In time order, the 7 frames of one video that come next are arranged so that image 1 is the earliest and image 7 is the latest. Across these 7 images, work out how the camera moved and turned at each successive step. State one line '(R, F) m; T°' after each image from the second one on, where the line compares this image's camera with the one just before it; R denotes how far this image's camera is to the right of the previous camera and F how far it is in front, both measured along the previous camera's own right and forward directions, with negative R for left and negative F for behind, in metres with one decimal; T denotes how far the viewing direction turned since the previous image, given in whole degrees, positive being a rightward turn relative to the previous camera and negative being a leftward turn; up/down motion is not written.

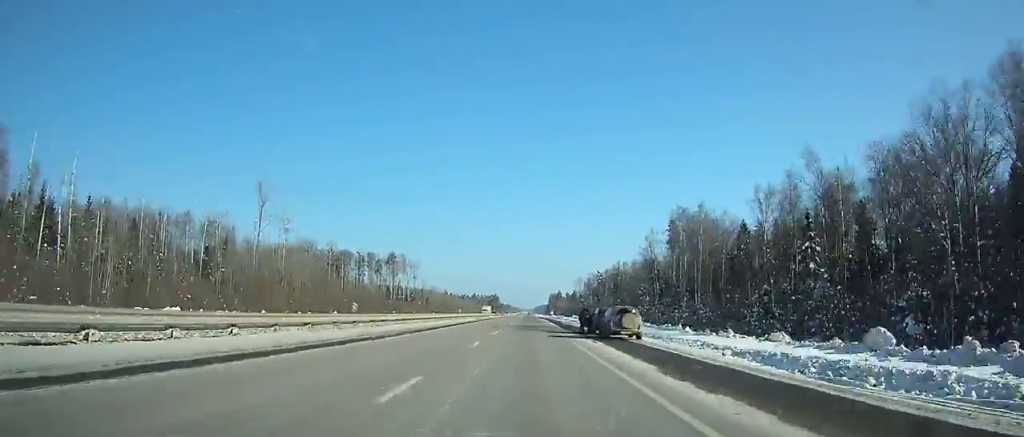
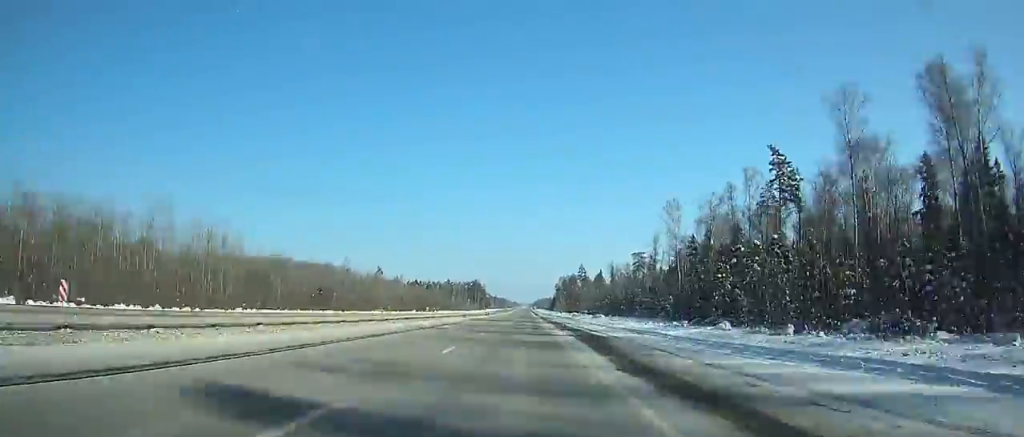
(+1.8, +270.2) m; 0°
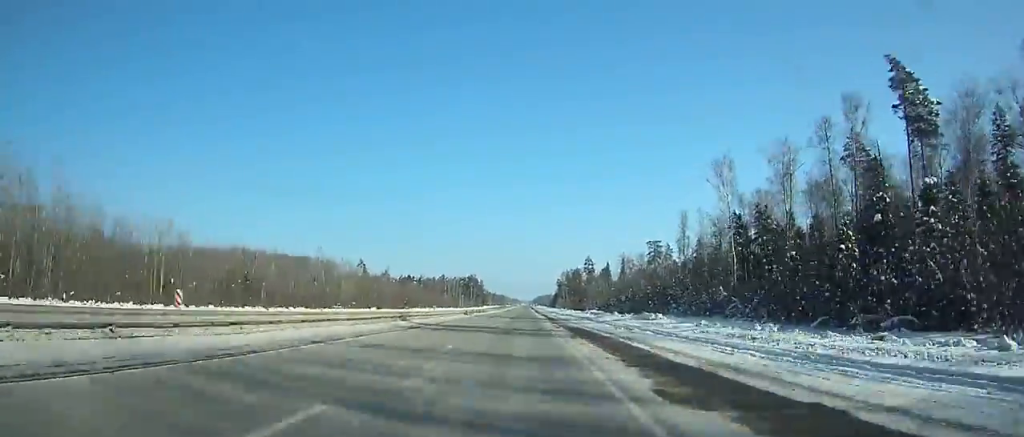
(0.0, +37.6) m; 0°
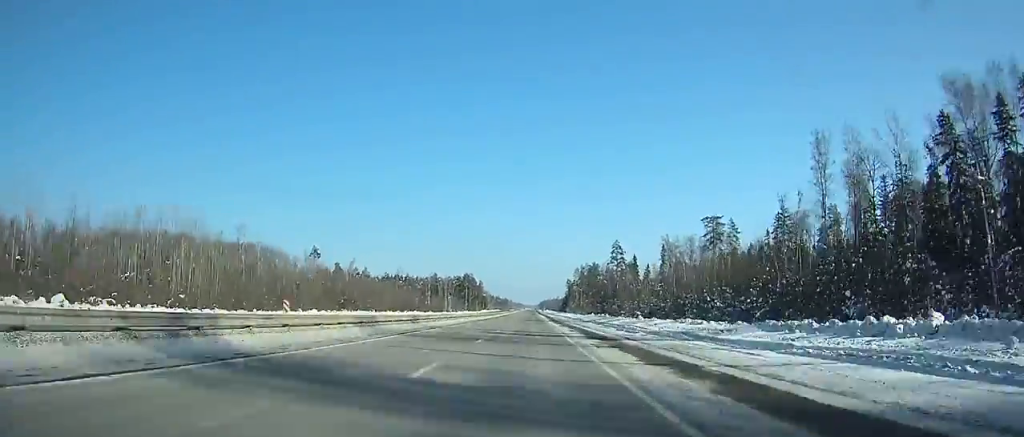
(-0.3, +77.9) m; 0°
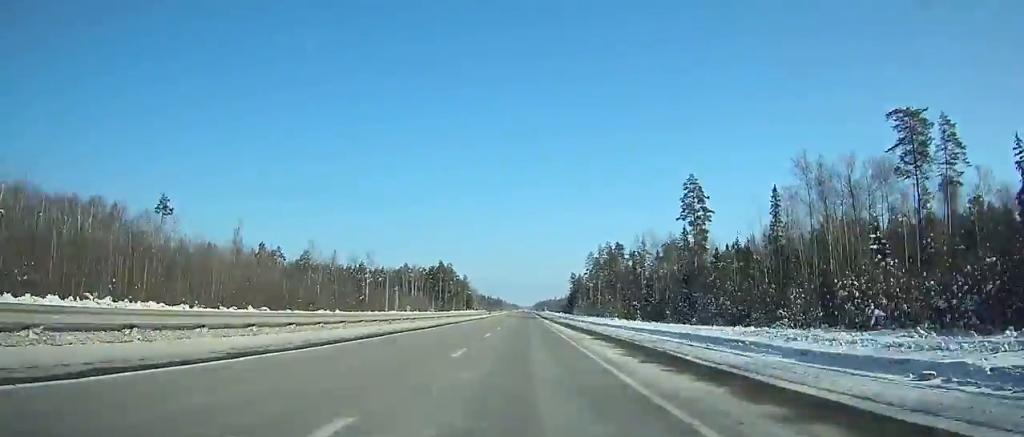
(-0.2, +105.5) m; 0°
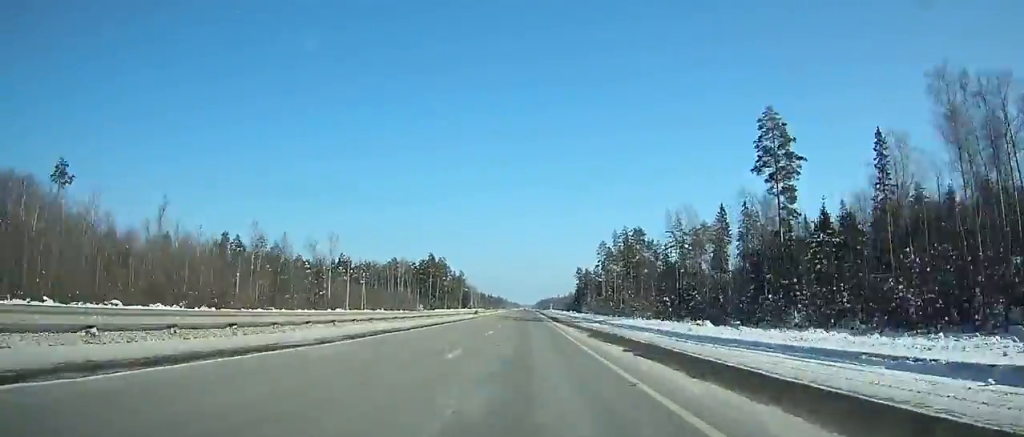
(0.0, +38.3) m; 0°
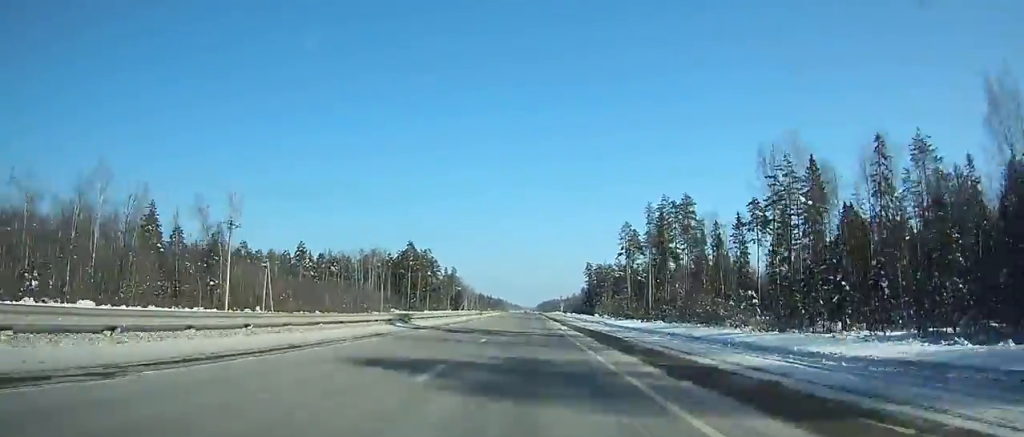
(0.0, +52.1) m; 0°
